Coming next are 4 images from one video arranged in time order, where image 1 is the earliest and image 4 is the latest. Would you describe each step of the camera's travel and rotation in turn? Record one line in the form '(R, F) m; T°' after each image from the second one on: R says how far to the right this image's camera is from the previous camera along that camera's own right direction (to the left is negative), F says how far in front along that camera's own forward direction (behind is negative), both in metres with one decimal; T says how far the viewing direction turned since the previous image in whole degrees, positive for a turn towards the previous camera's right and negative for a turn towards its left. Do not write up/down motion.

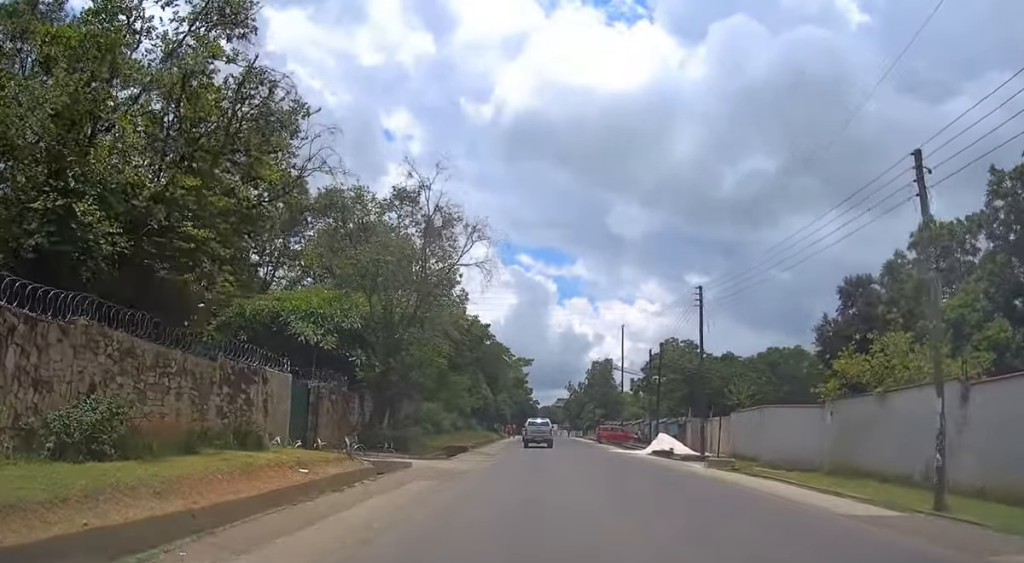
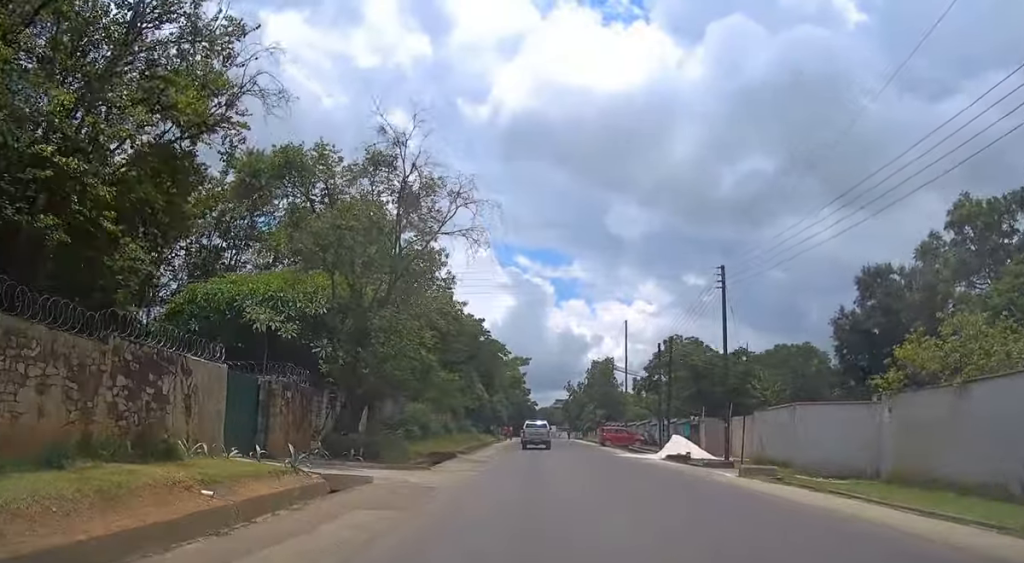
(0.0, +4.8) m; 0°
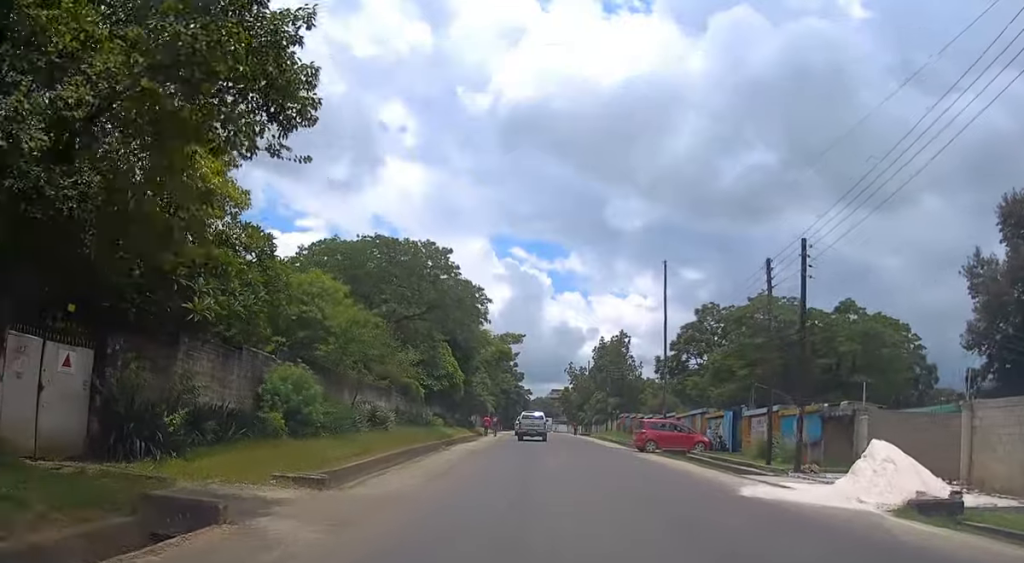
(-0.1, +23.6) m; 0°
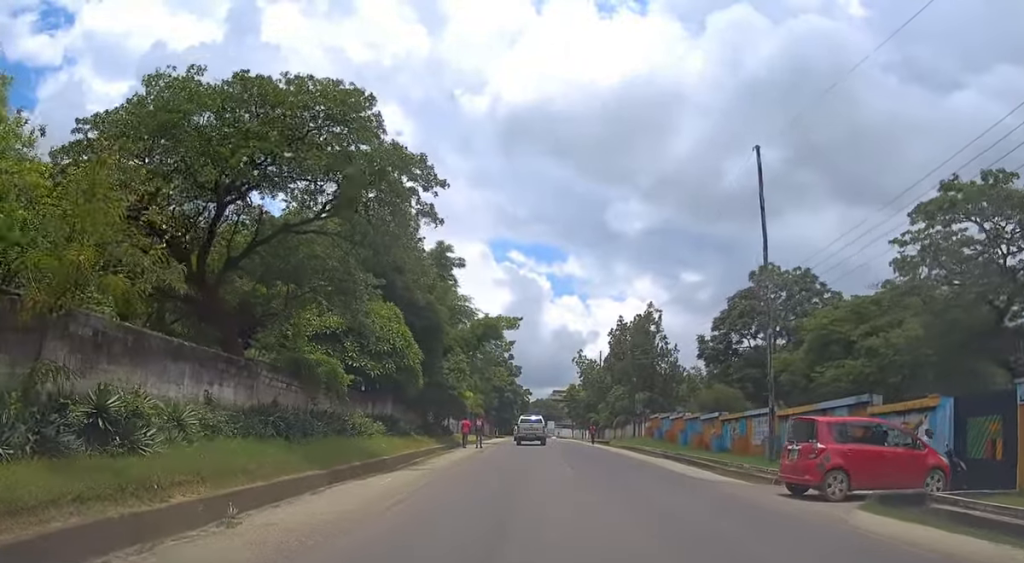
(0.0, +22.0) m; +1°
